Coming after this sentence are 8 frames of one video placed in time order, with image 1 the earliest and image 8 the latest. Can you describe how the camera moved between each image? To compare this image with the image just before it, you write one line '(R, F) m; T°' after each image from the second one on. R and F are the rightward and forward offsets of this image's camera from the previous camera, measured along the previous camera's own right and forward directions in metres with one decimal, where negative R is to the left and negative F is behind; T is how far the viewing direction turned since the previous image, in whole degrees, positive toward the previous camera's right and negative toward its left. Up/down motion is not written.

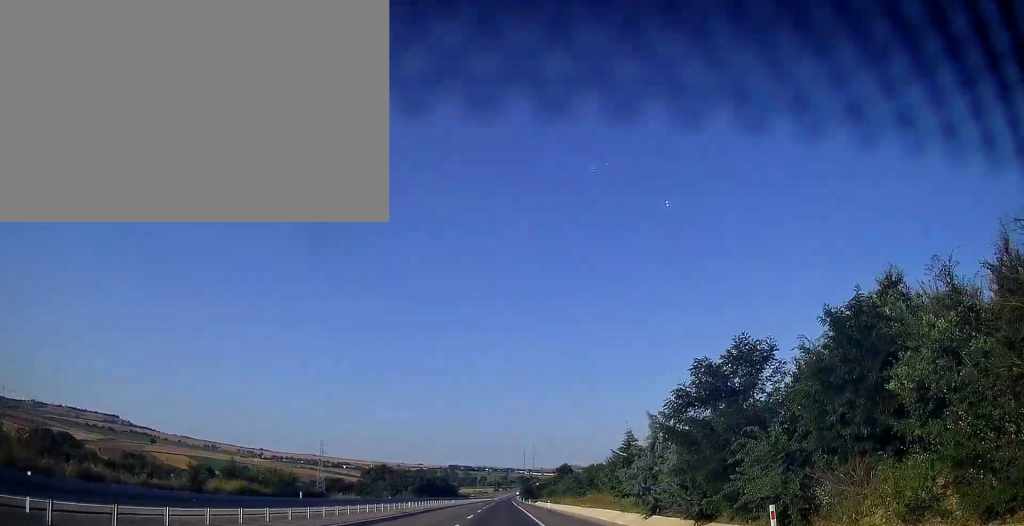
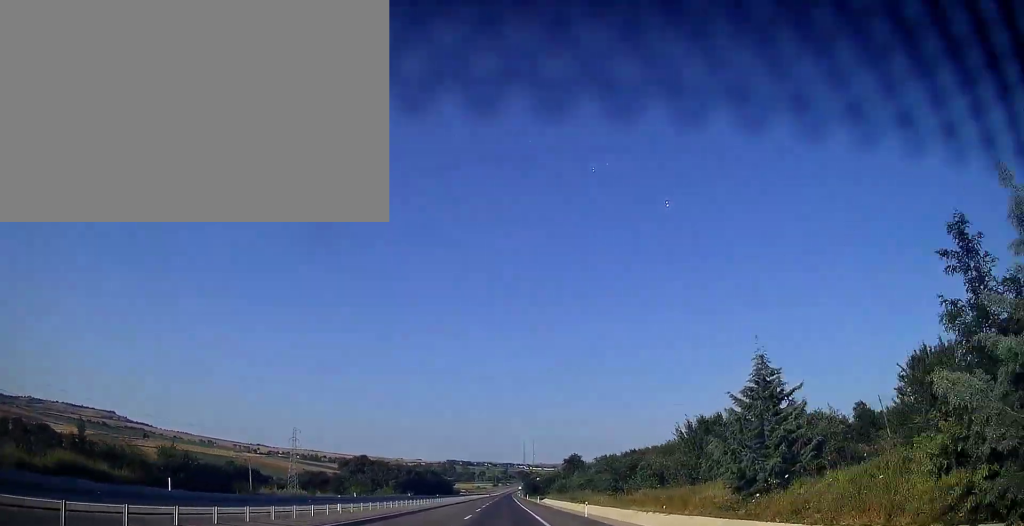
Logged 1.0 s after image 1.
(+0.2, +28.6) m; 0°
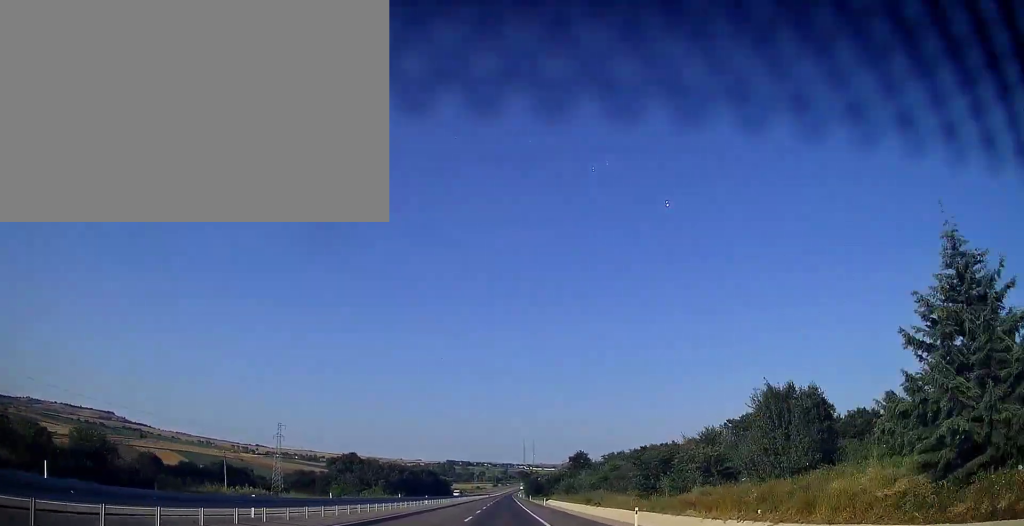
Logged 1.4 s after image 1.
(0.0, +12.8) m; 0°
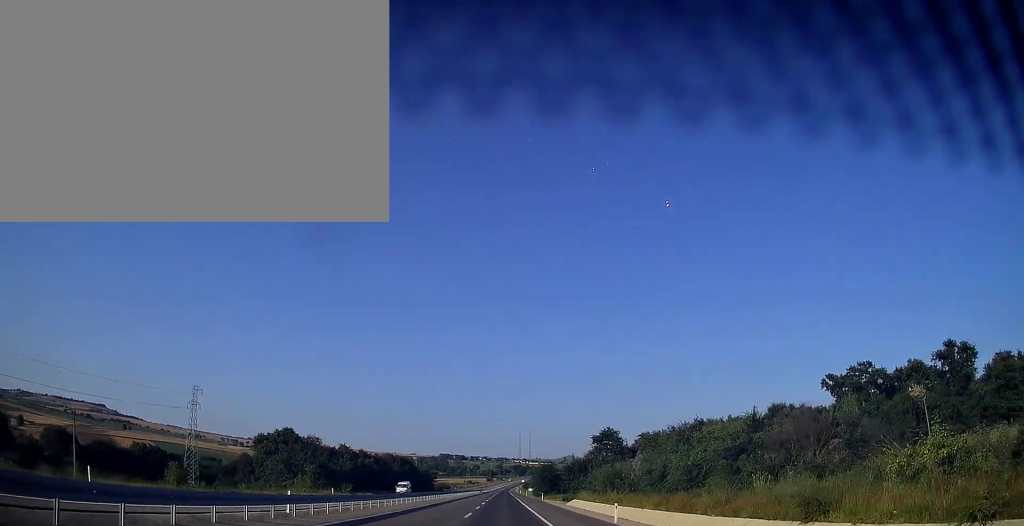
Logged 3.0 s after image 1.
(0.0, +47.3) m; 0°
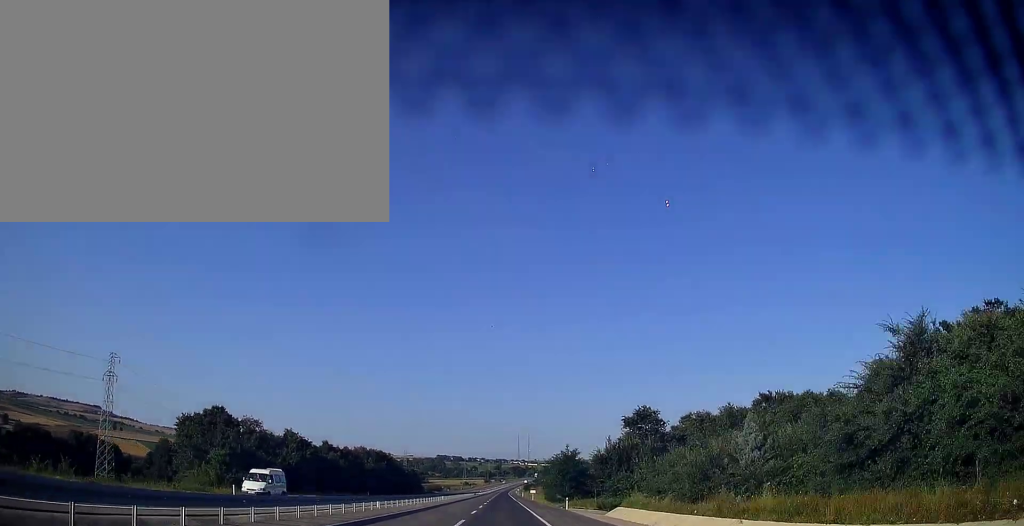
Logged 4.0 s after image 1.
(0.0, +28.5) m; 0°
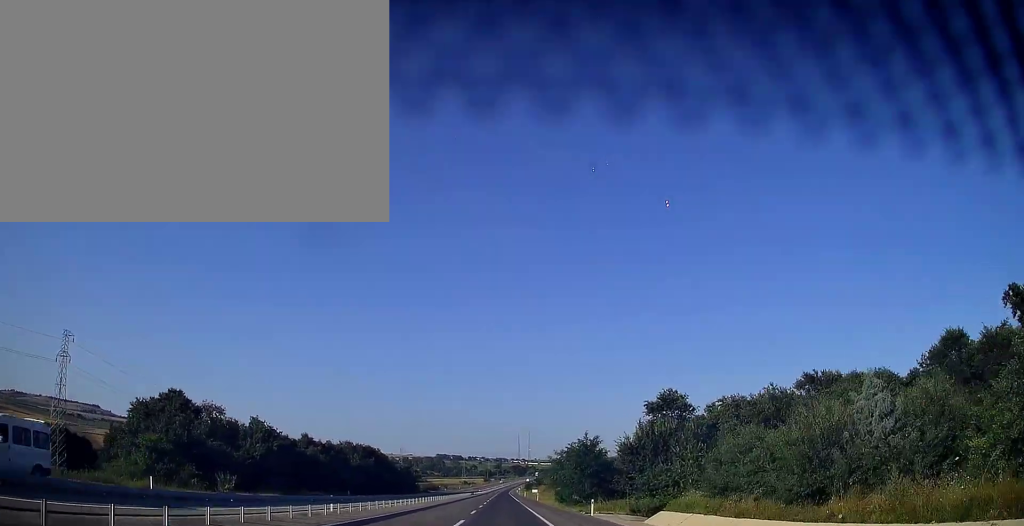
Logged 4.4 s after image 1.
(0.0, +12.8) m; 0°
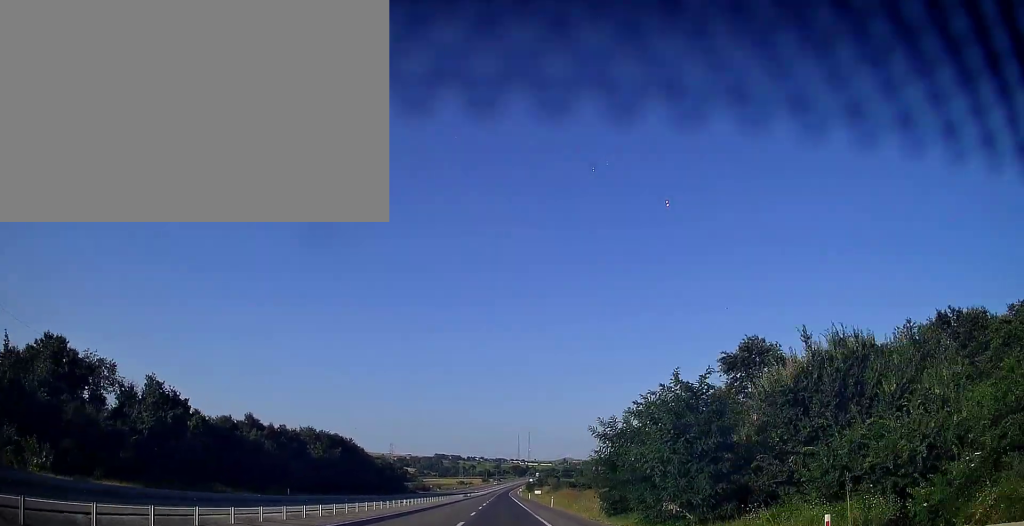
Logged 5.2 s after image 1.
(0.0, +24.6) m; 0°
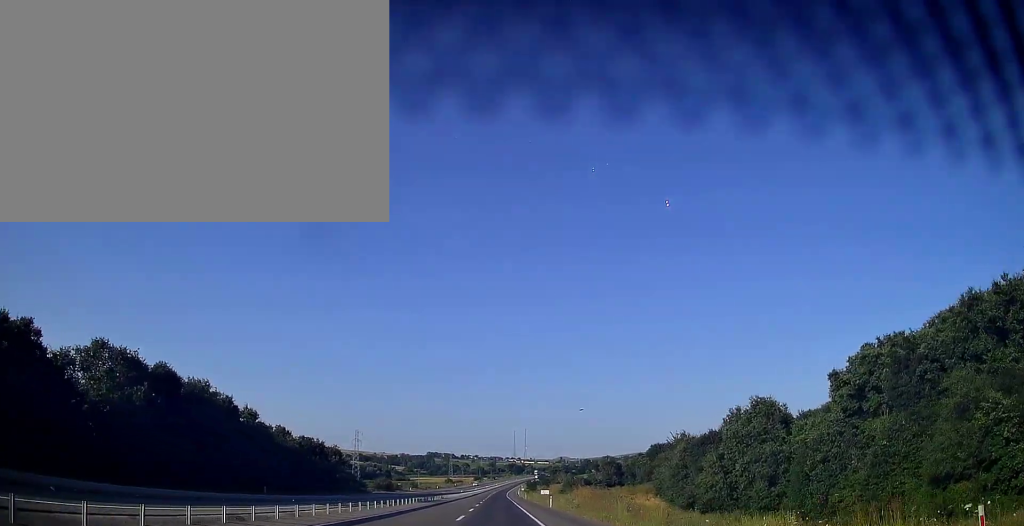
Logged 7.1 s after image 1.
(+0.1, +54.9) m; 0°
